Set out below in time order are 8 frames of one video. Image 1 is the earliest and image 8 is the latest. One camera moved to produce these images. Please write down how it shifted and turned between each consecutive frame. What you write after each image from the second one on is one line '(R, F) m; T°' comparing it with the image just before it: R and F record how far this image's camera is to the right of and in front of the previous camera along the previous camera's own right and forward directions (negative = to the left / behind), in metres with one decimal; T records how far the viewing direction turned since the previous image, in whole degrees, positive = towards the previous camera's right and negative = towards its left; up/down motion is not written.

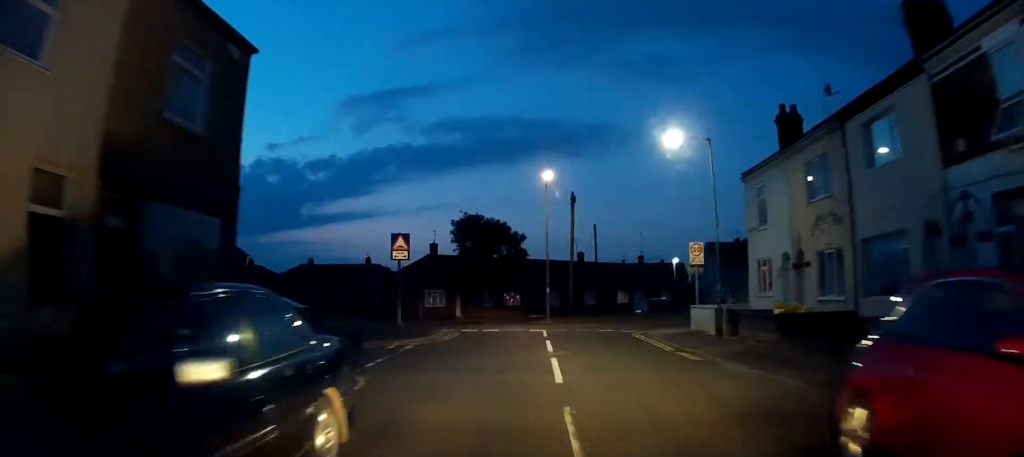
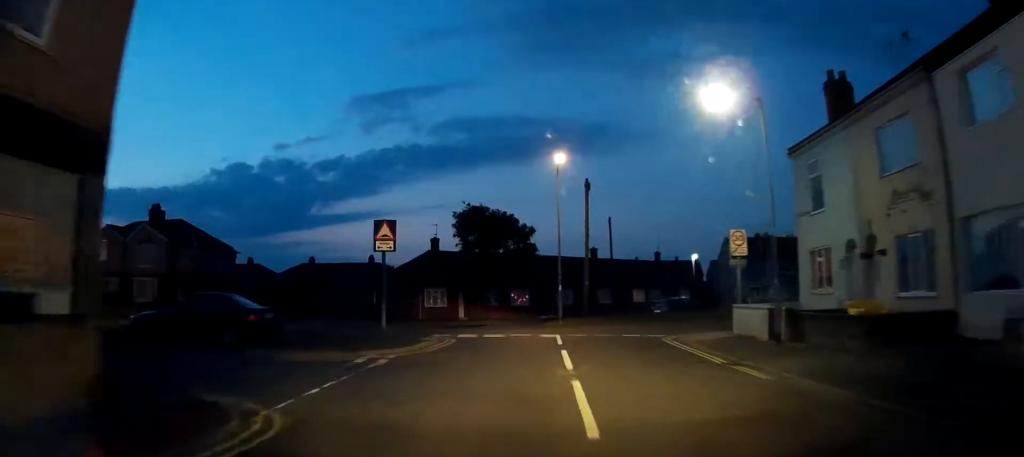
(-0.1, +4.0) m; -1°
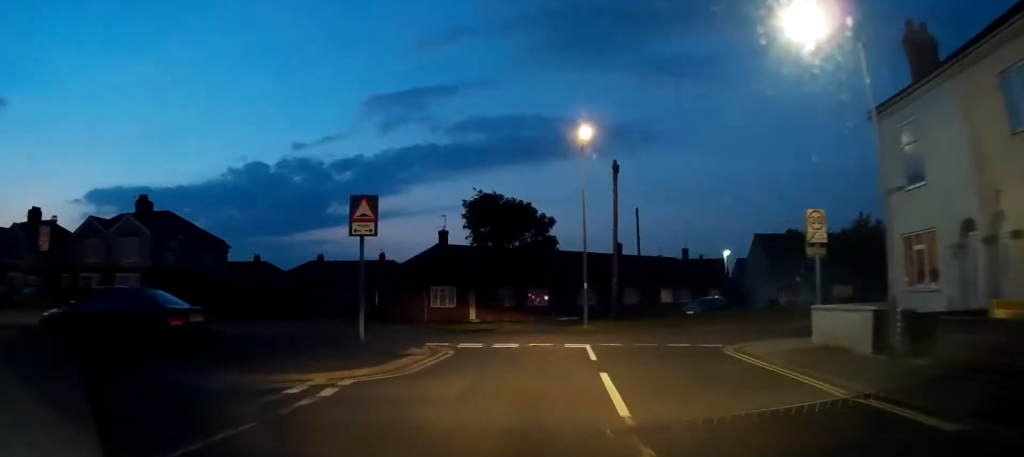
(0.0, +4.8) m; -3°
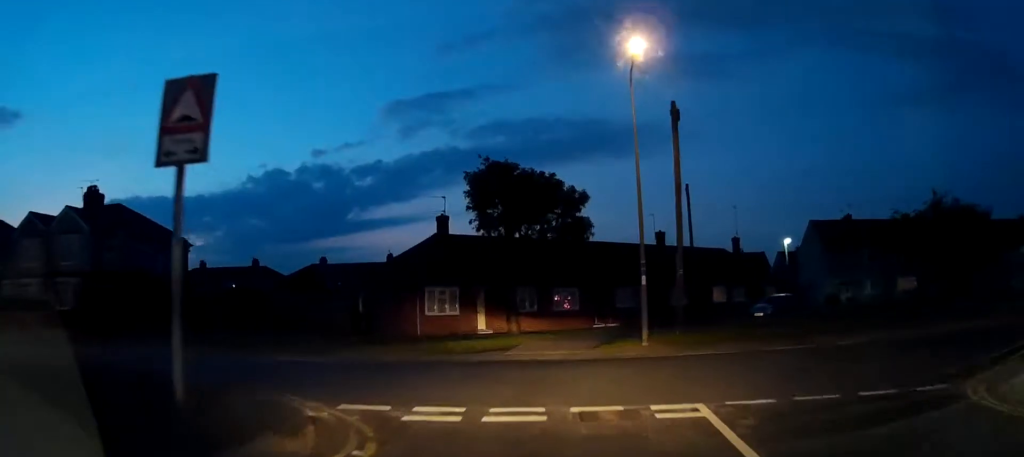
(-0.7, +10.4) m; -4°
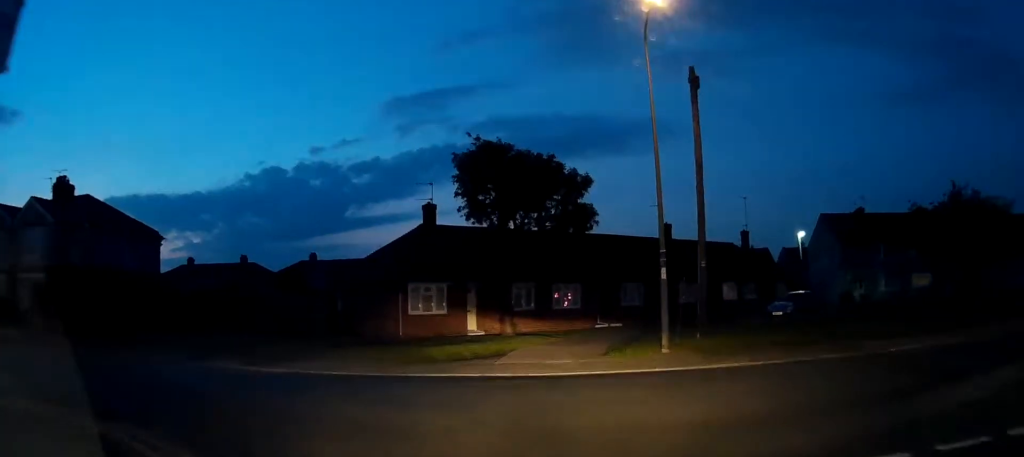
(0.0, +3.7) m; +2°
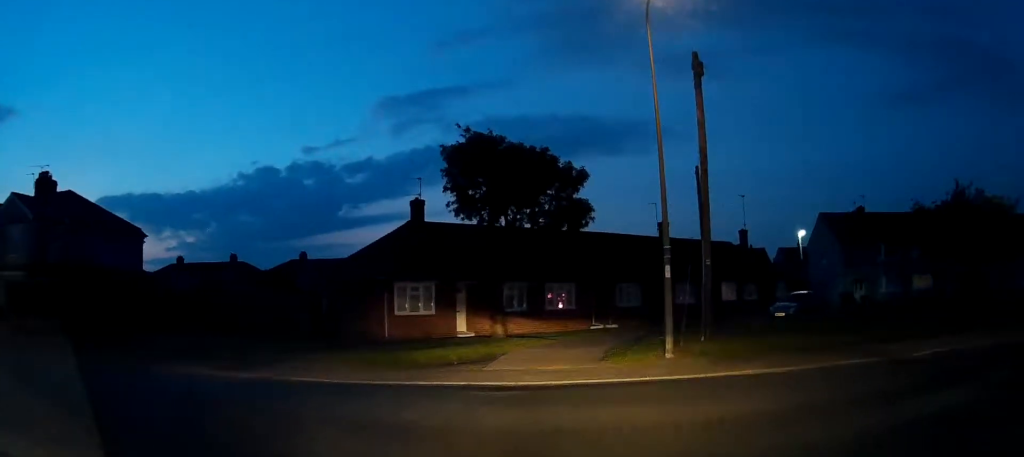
(0.0, +1.9) m; +2°
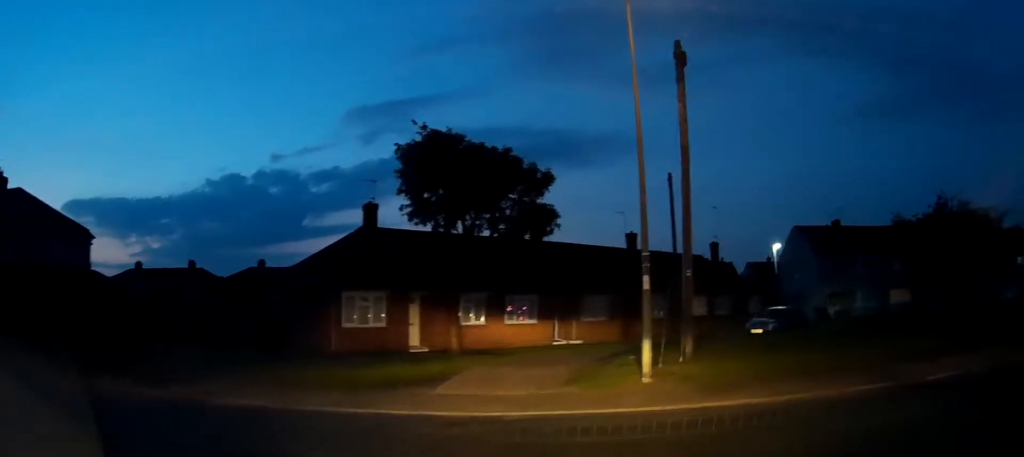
(+0.4, +3.0) m; +19°
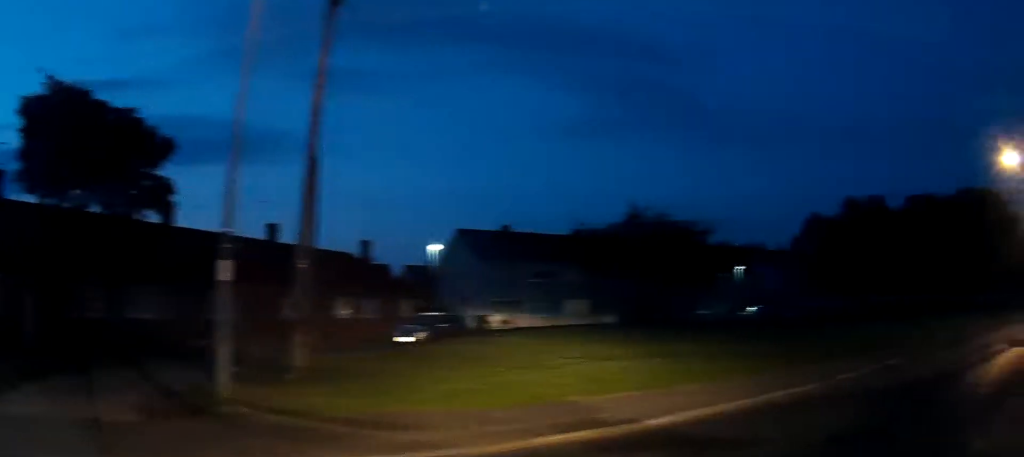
(+0.9, +3.3) m; +31°
